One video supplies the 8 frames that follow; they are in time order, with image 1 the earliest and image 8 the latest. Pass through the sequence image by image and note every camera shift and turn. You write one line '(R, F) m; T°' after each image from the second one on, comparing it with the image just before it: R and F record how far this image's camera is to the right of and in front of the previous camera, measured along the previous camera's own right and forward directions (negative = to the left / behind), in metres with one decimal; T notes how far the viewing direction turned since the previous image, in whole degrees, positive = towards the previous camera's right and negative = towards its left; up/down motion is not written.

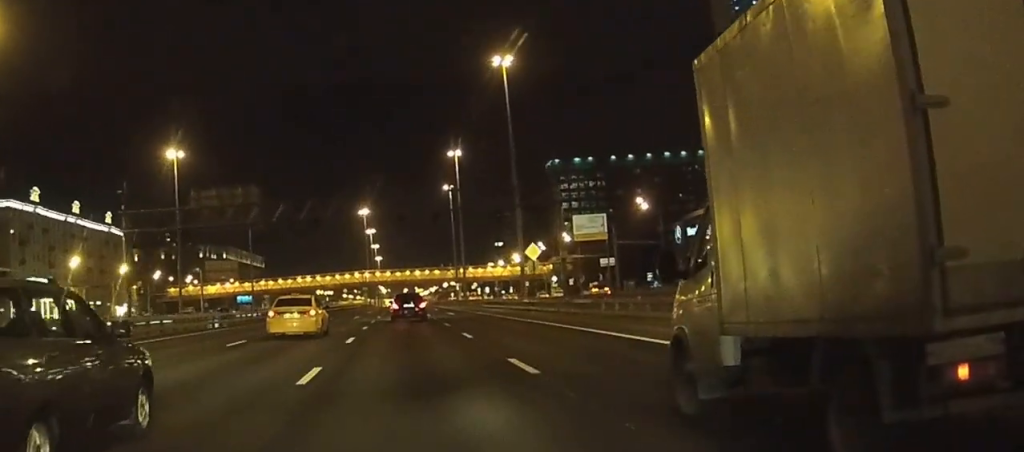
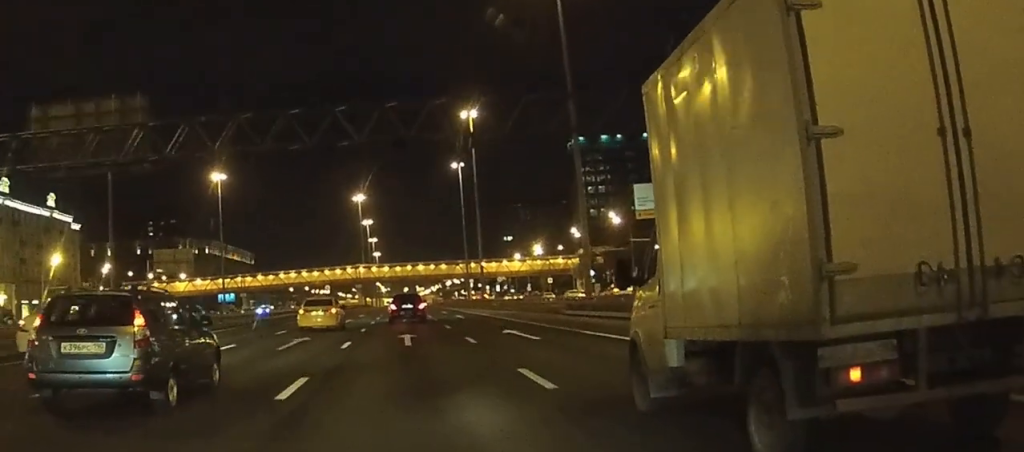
(-0.3, +35.7) m; -2°
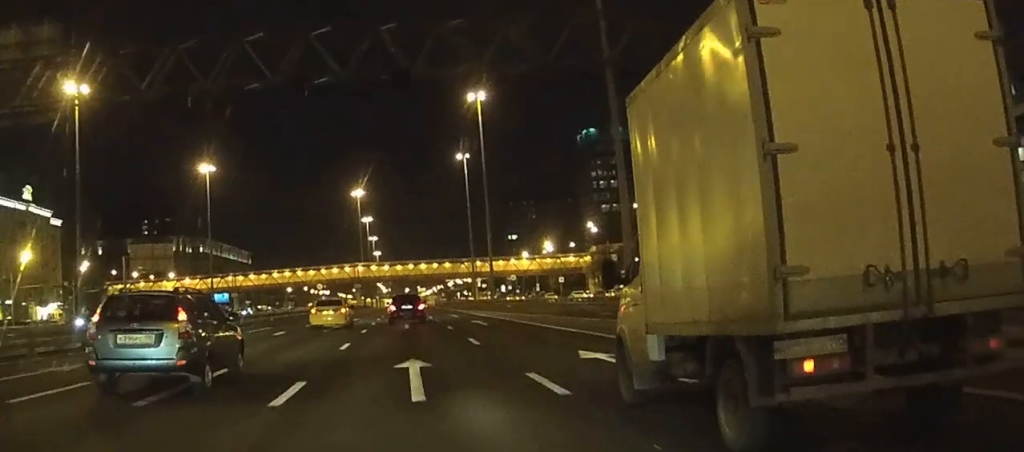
(-0.1, +11.6) m; 0°
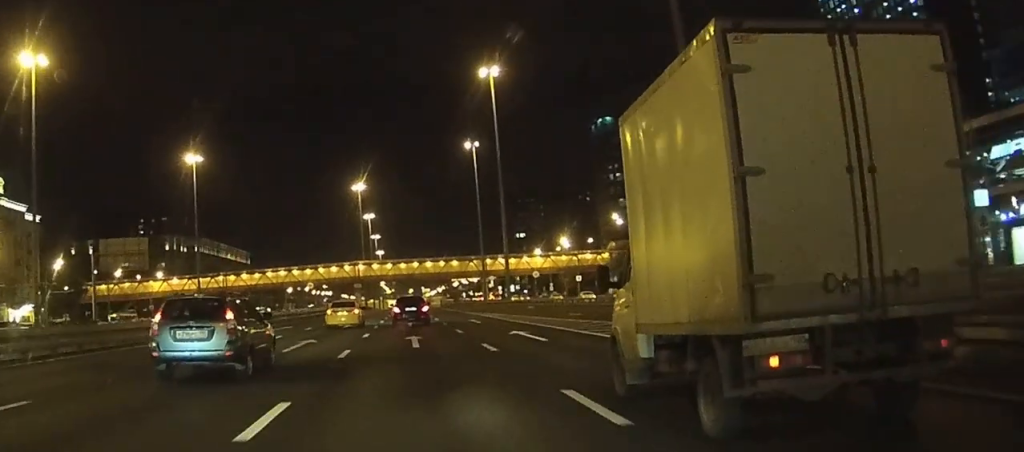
(0.0, +12.8) m; +1°
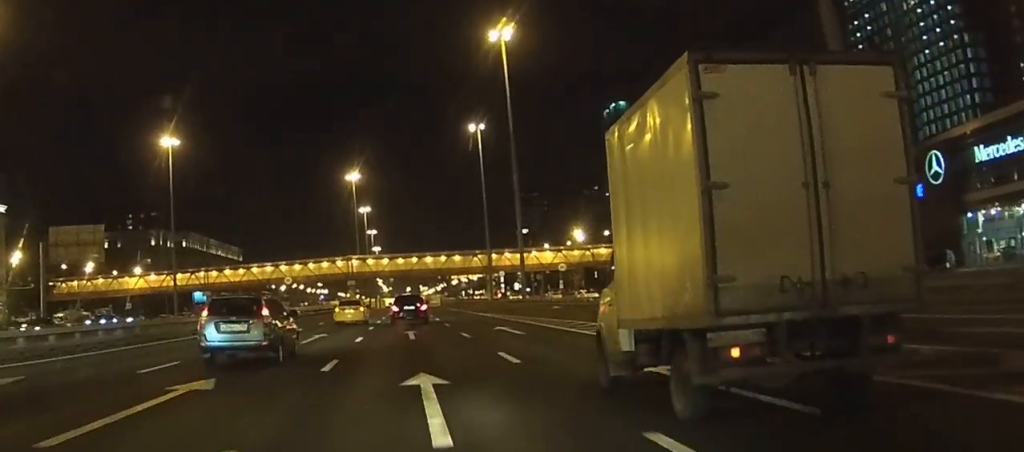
(+0.2, +13.7) m; +1°
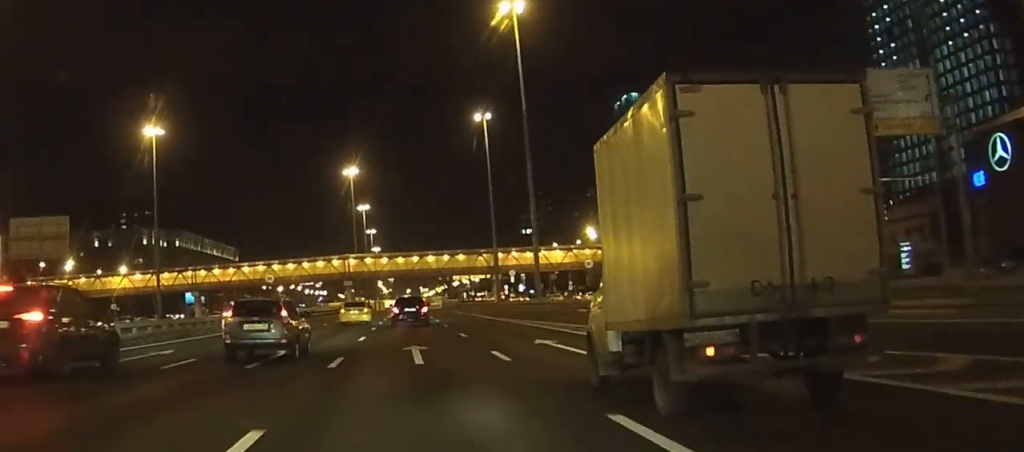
(0.0, +9.8) m; 0°
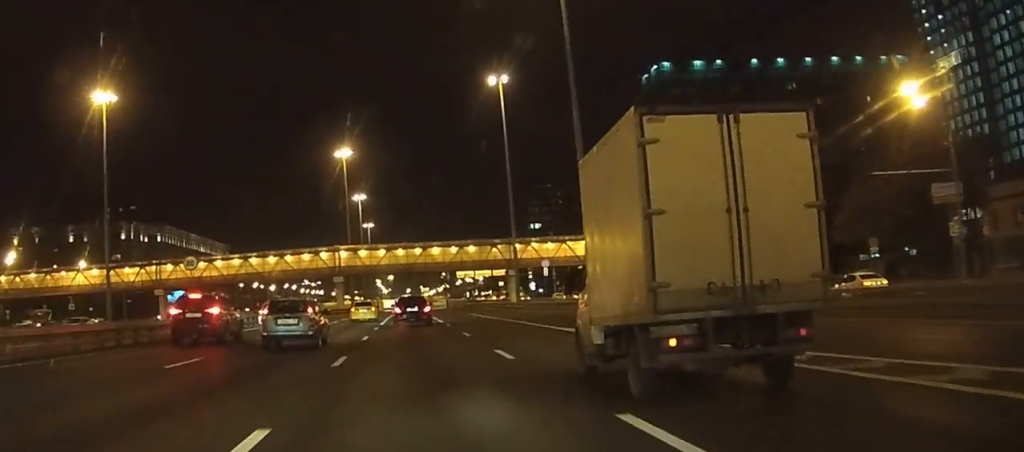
(0.0, +26.1) m; 0°
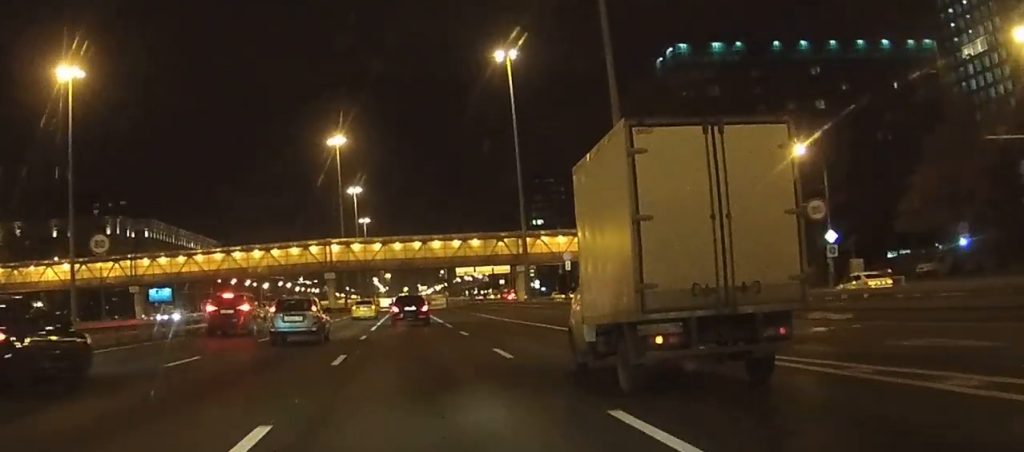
(0.0, +13.6) m; 0°
